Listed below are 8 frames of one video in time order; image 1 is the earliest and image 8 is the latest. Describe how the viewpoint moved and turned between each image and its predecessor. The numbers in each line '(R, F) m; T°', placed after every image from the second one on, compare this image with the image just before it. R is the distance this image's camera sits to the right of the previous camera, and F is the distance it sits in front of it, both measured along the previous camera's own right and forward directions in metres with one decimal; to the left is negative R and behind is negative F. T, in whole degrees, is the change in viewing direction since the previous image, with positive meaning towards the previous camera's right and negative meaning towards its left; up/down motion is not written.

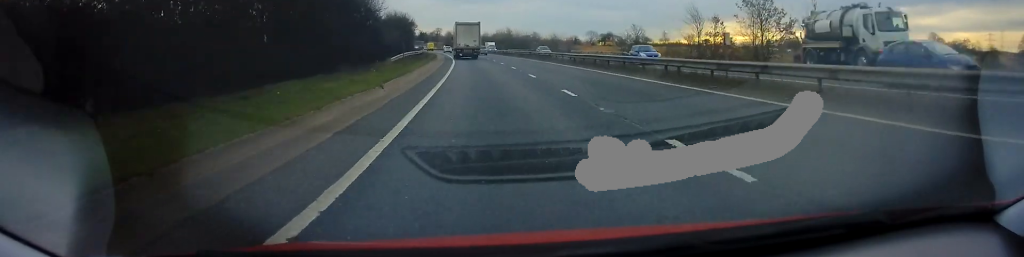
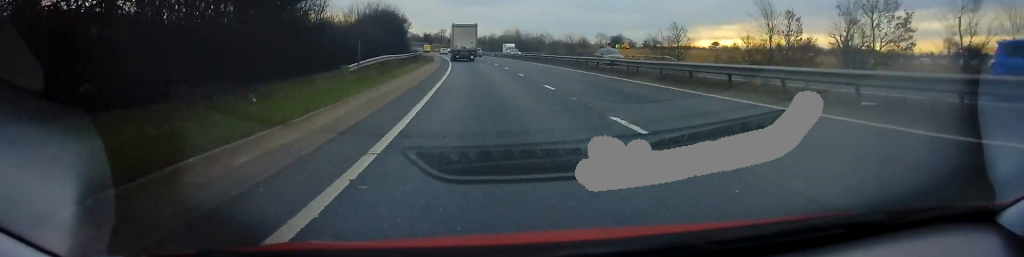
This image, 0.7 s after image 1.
(+0.3, +15.6) m; 0°
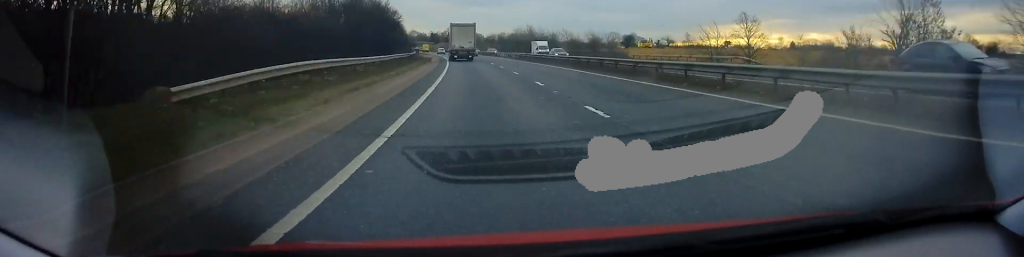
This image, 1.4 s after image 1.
(-0.2, +17.3) m; -1°
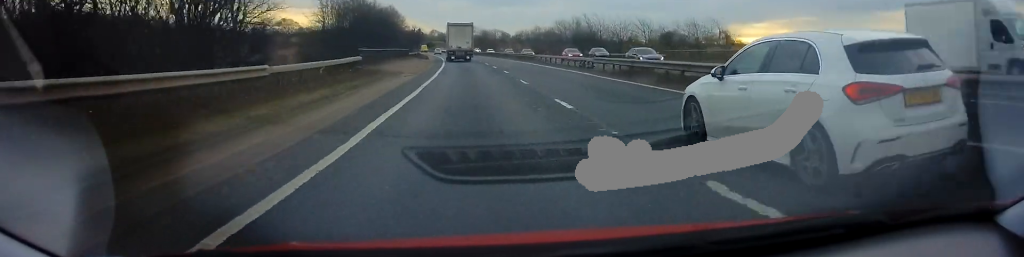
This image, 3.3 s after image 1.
(-1.3, +45.9) m; -3°
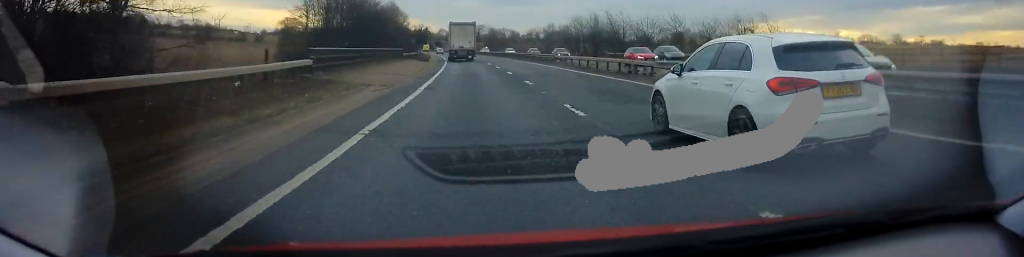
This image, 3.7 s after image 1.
(-0.1, +10.6) m; 0°
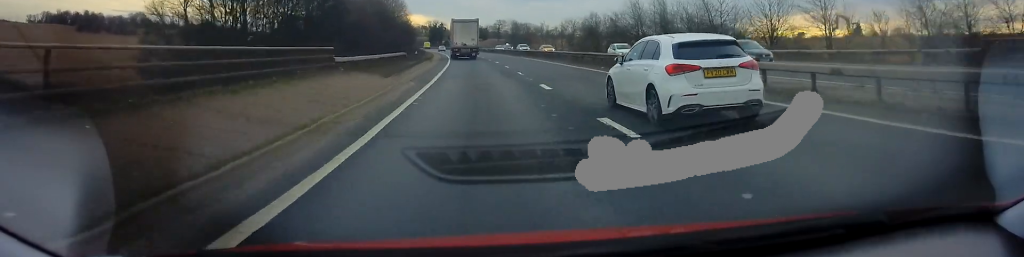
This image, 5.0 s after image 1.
(-0.1, +29.8) m; -2°
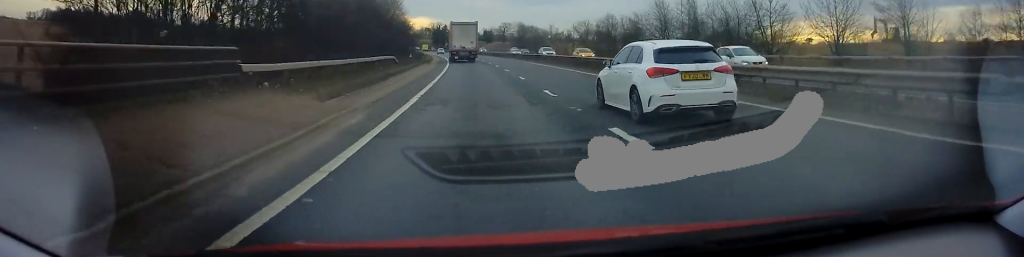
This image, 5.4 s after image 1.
(-0.2, +9.6) m; -1°
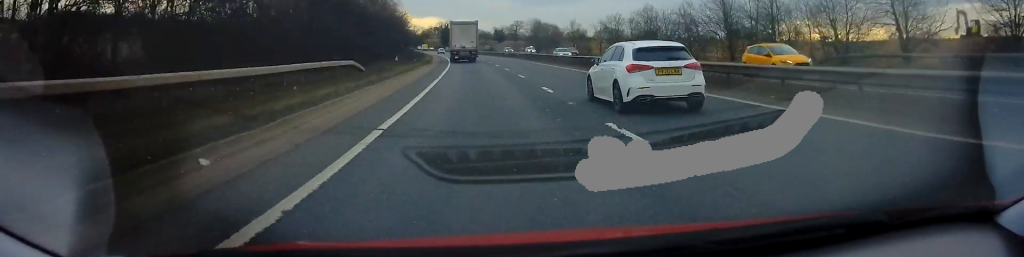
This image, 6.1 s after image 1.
(-0.2, +16.9) m; -1°
